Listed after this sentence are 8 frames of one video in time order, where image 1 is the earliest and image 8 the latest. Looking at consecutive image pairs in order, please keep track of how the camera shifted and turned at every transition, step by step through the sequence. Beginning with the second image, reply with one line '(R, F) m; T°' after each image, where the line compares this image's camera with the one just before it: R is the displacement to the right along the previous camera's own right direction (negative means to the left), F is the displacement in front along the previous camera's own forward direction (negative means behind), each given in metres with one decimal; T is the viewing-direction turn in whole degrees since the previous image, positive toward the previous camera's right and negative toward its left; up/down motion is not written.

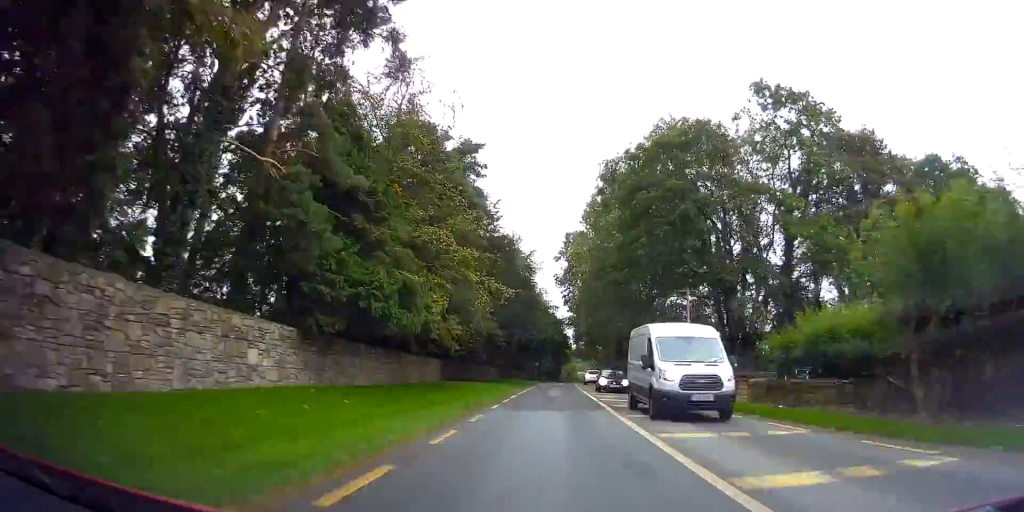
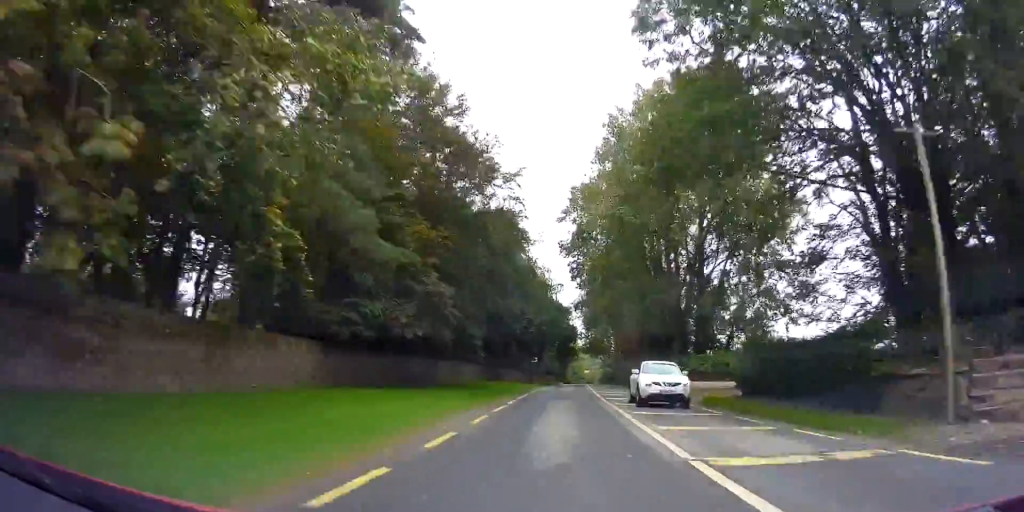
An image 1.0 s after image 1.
(-0.4, +20.2) m; -1°
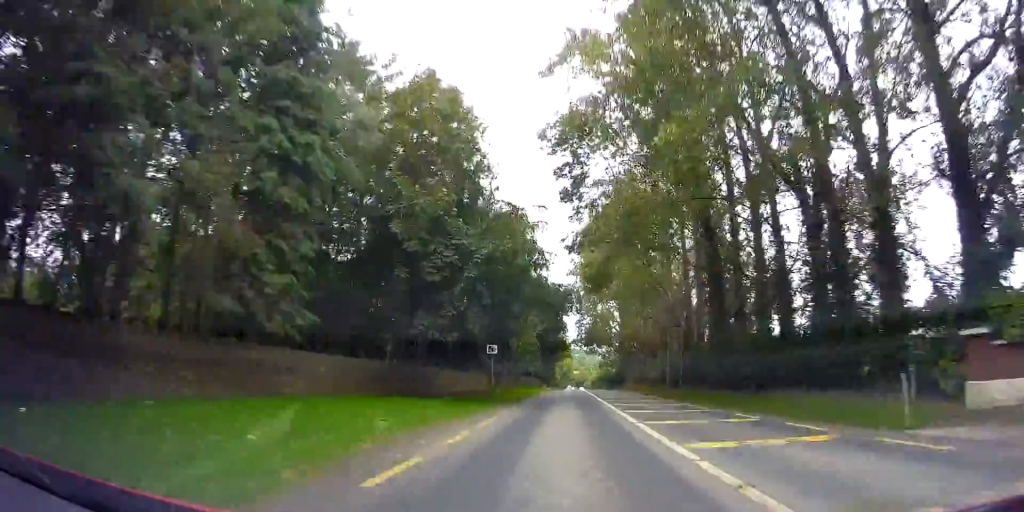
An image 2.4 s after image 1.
(+0.4, +29.6) m; +1°
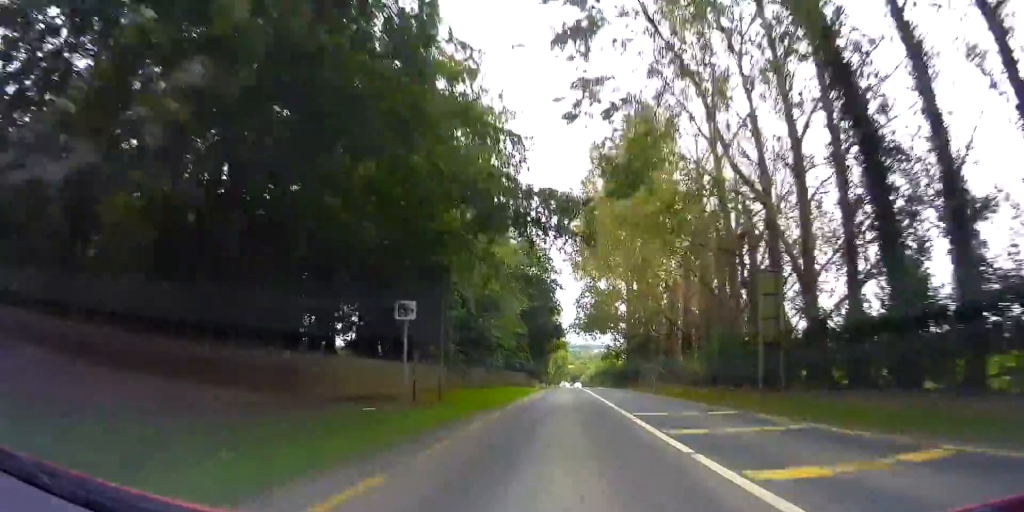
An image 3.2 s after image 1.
(-0.2, +16.9) m; +1°
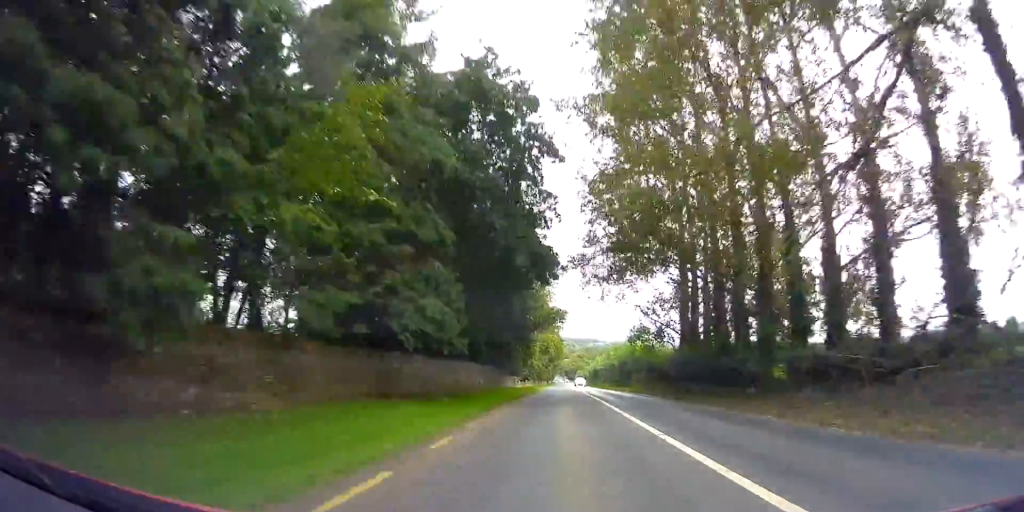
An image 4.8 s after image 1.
(+0.8, +33.4) m; +1°
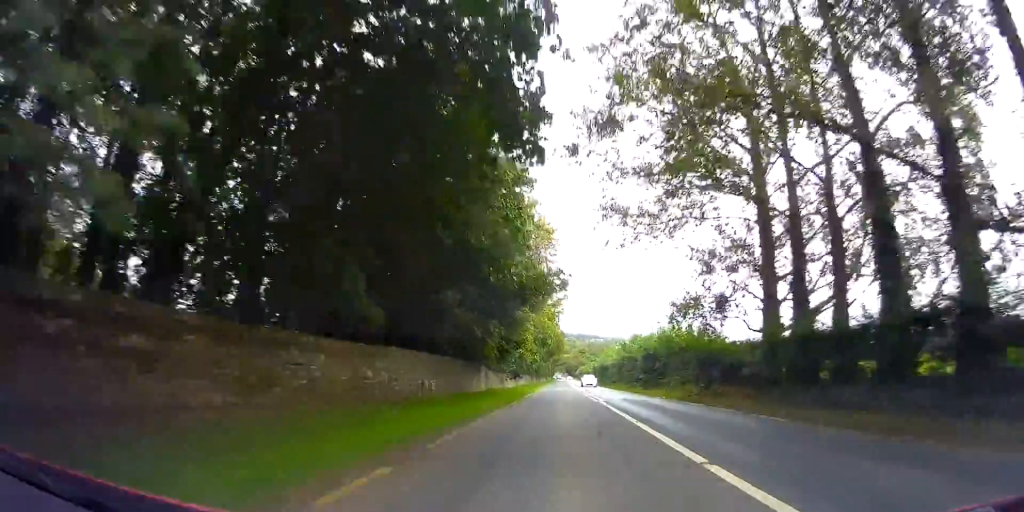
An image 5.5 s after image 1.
(-0.4, +15.2) m; -1°
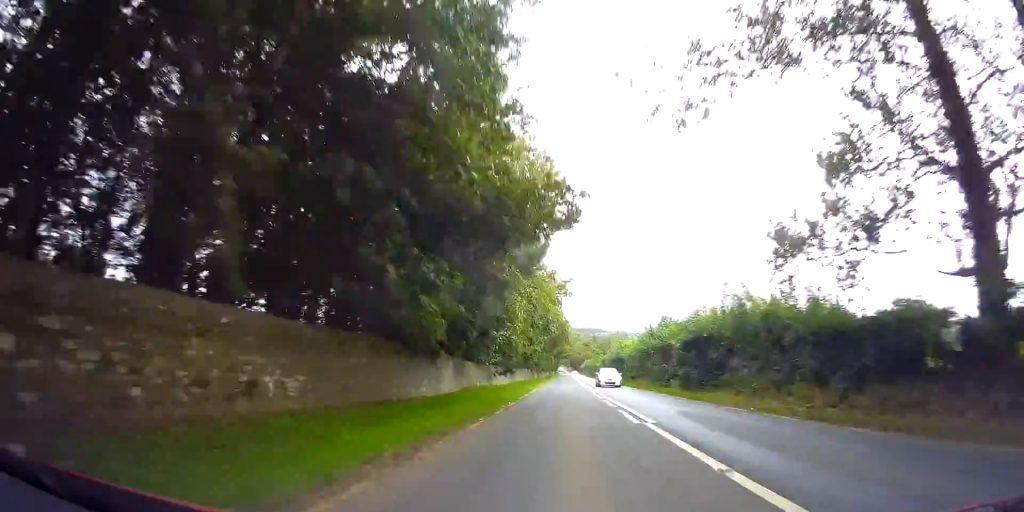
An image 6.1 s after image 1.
(-0.1, +12.4) m; +1°
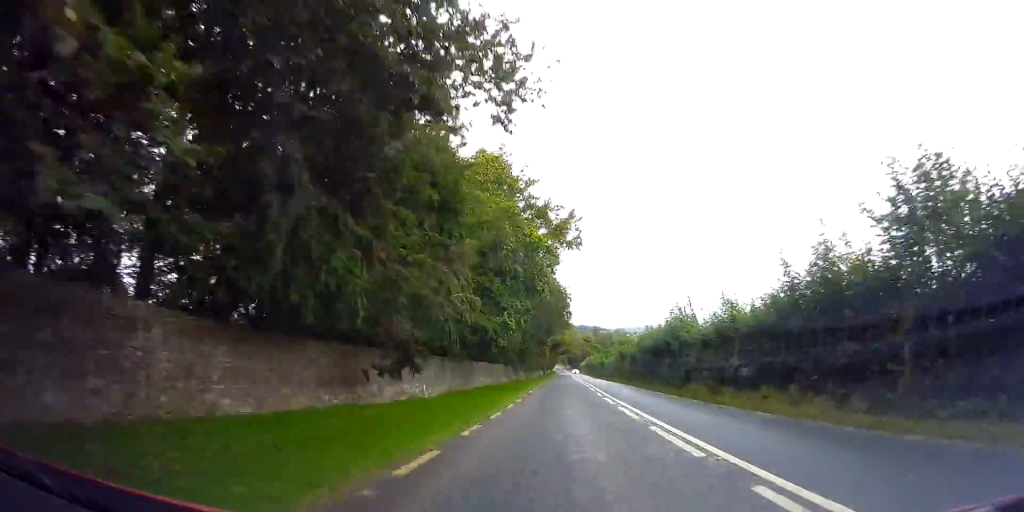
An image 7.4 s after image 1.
(+0.9, +28.4) m; +2°
